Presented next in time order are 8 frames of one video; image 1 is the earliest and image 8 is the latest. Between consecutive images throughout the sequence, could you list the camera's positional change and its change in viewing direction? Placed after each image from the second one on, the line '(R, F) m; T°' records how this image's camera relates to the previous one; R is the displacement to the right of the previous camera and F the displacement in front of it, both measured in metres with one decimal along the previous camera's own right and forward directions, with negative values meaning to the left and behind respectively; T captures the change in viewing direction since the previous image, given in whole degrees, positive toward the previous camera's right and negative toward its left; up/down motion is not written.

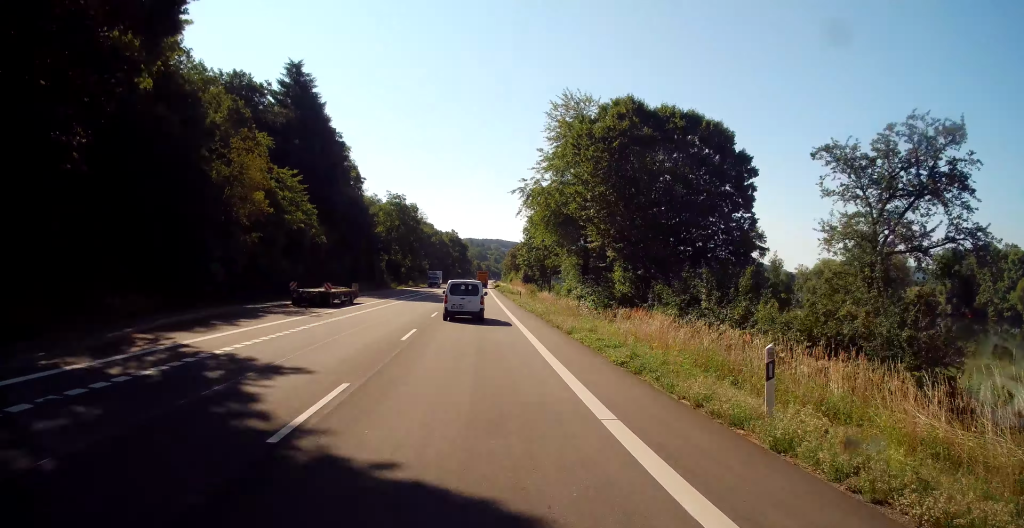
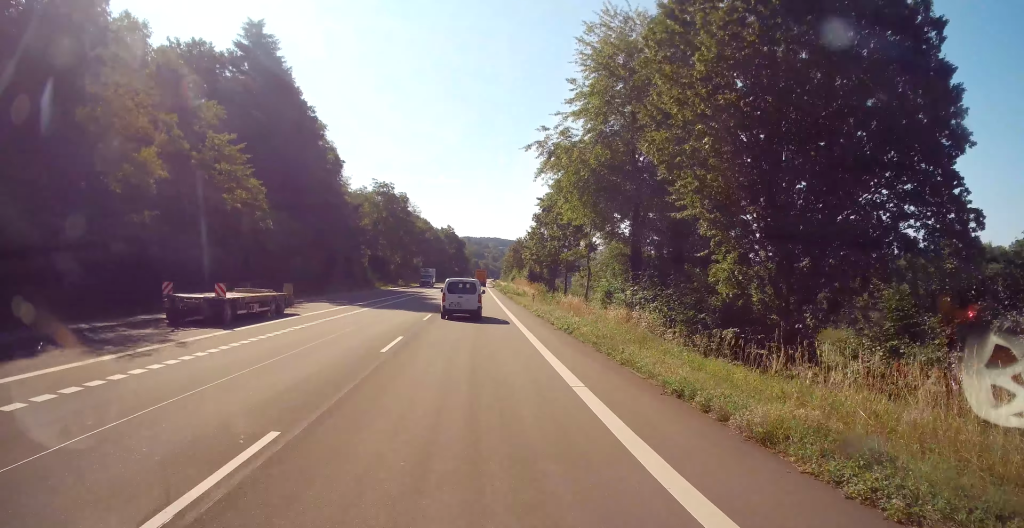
(+0.1, +15.7) m; +1°
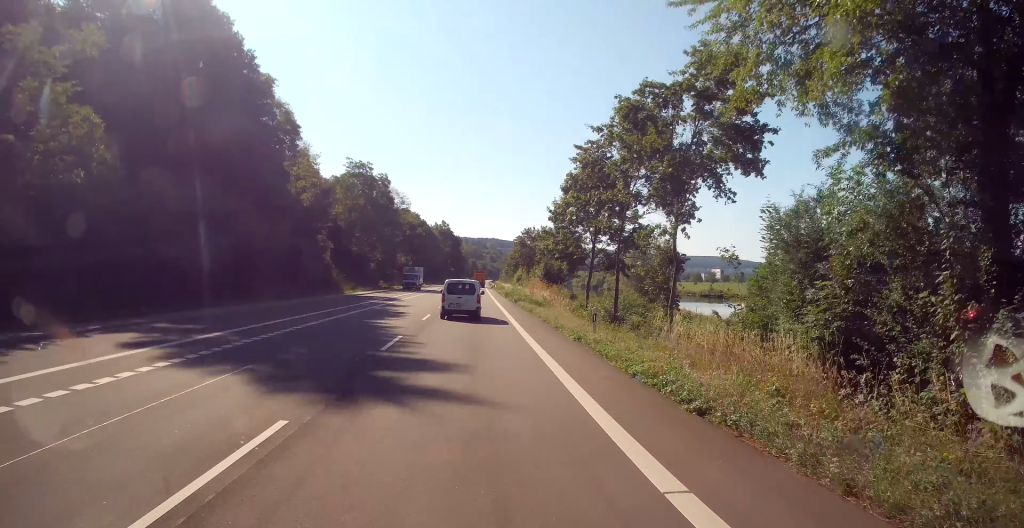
(+0.2, +22.9) m; 0°
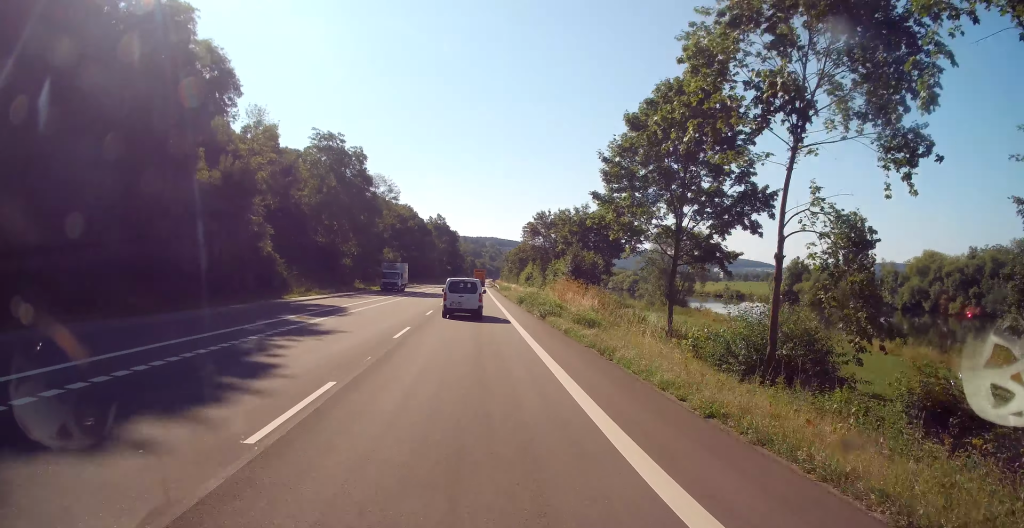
(0.0, +21.0) m; 0°
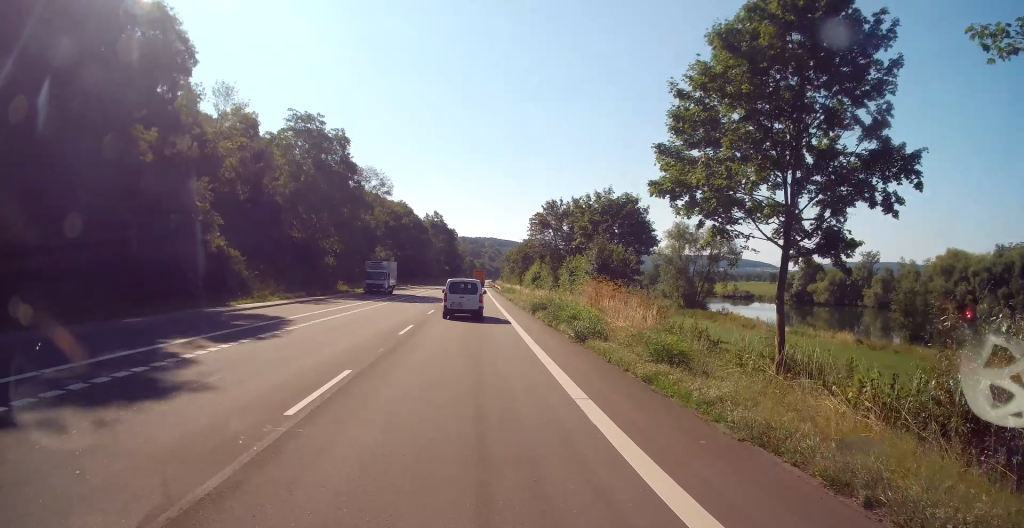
(+0.3, +11.1) m; 0°
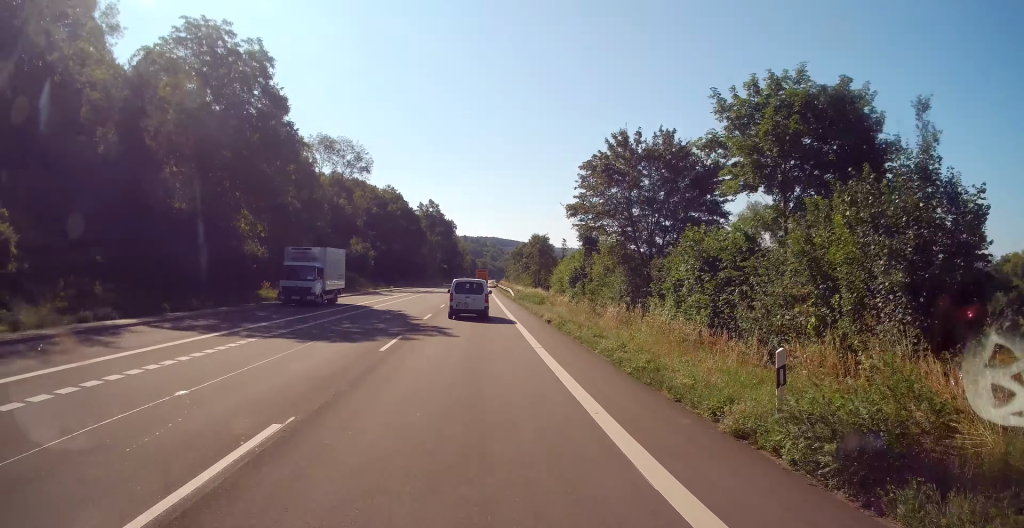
(-0.7, +27.9) m; 0°
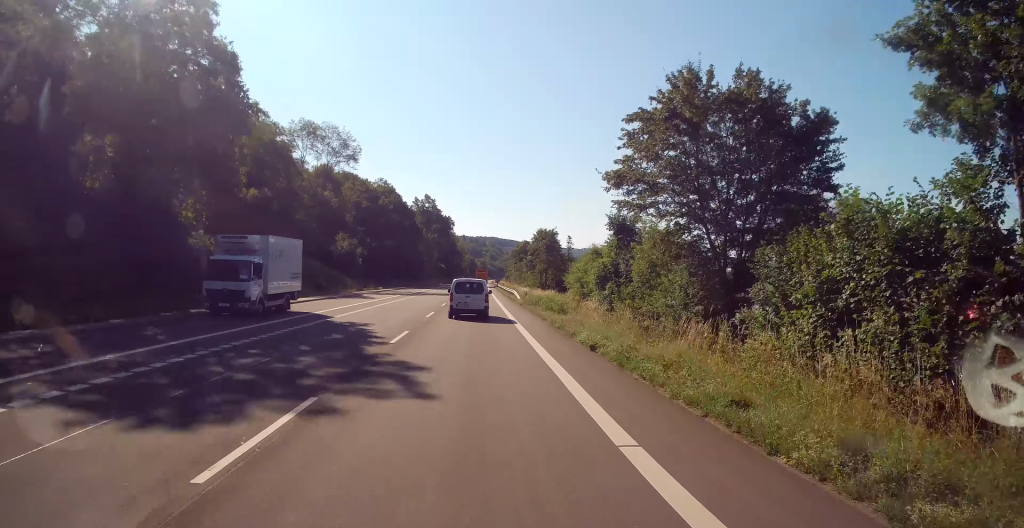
(0.0, +10.9) m; +1°
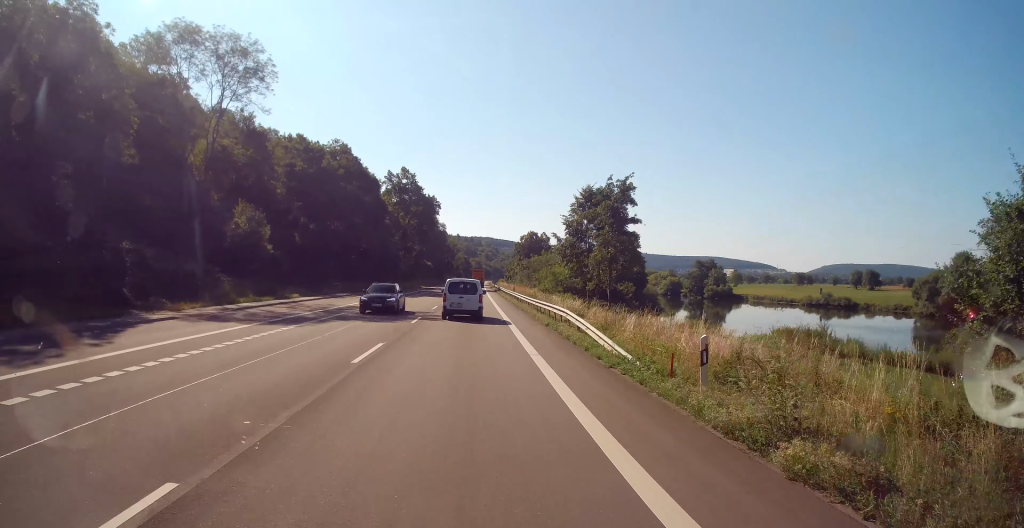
(+0.2, +39.7) m; -1°
